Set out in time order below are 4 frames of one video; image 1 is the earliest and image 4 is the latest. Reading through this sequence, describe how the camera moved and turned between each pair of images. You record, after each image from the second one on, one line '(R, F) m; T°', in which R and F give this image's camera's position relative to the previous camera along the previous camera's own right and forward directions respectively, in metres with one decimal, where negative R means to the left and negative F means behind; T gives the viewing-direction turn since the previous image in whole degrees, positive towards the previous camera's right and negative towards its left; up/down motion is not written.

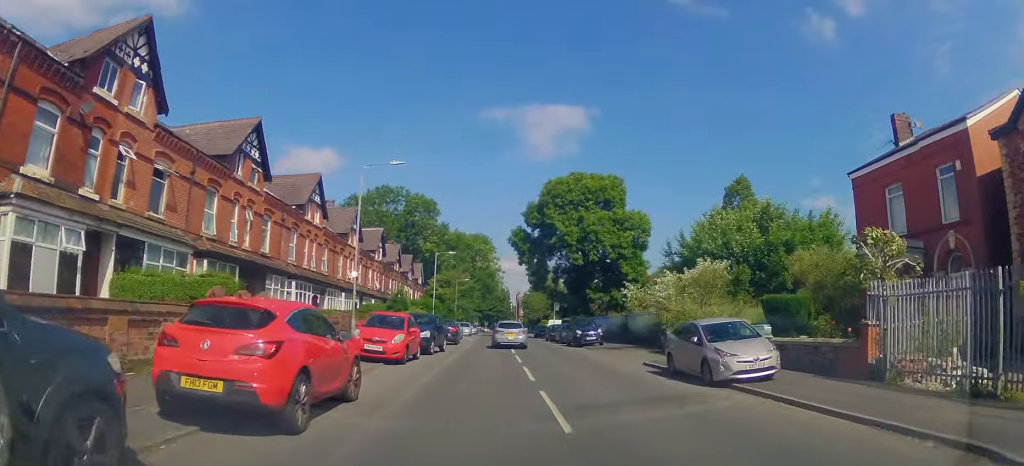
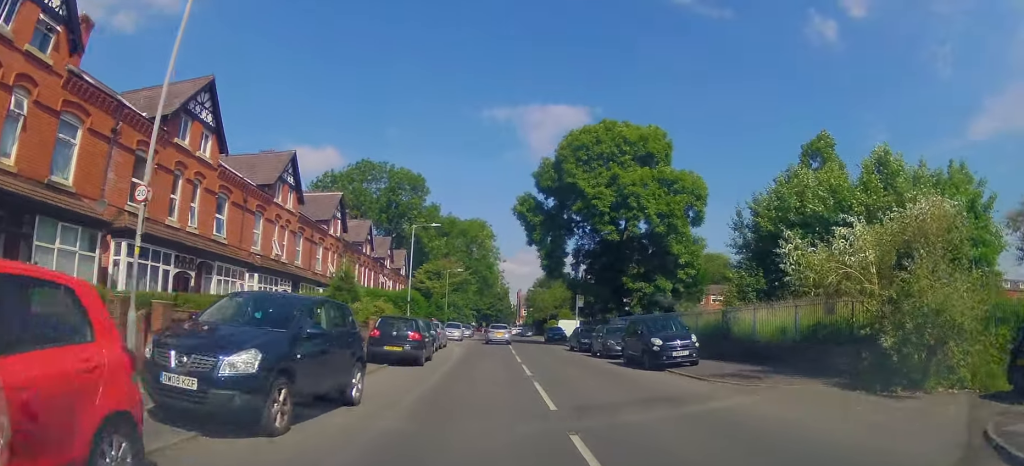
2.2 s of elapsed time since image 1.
(+0.5, +16.3) m; 0°
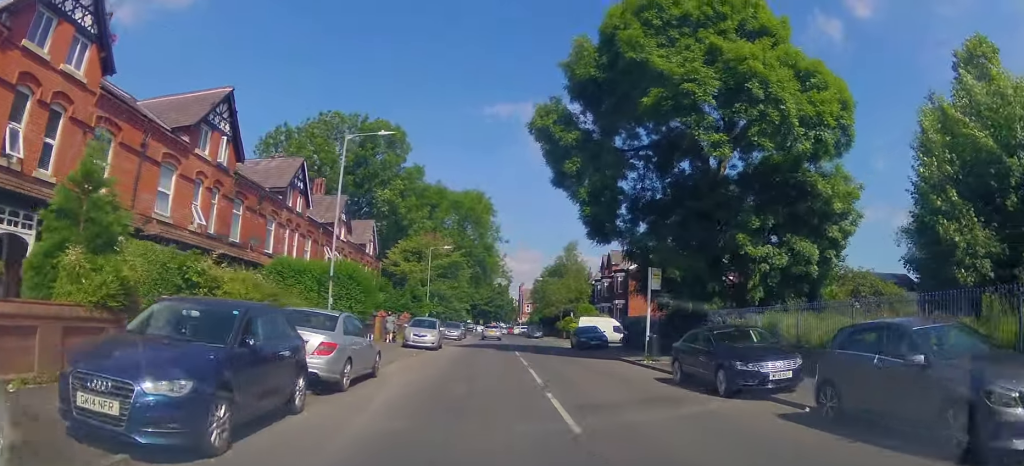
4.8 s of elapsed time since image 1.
(-0.3, +19.9) m; 0°
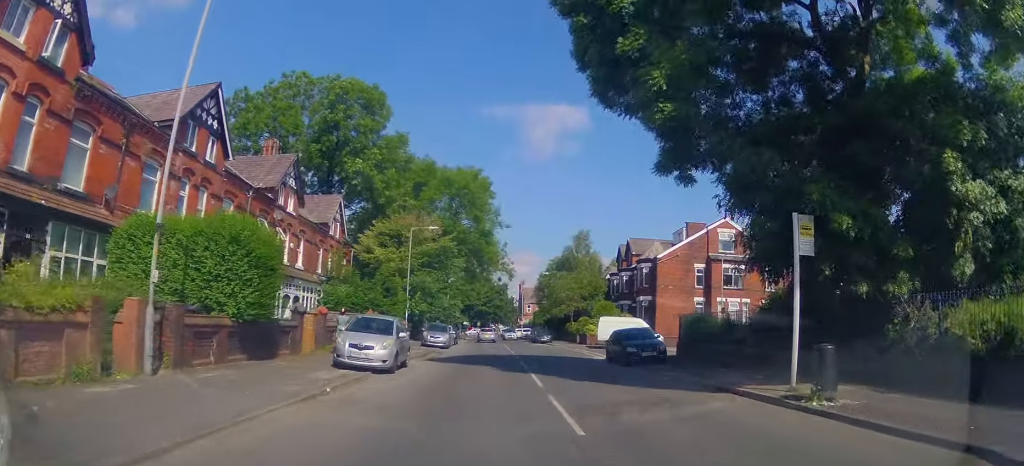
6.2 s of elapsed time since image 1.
(-0.1, +11.8) m; 0°
